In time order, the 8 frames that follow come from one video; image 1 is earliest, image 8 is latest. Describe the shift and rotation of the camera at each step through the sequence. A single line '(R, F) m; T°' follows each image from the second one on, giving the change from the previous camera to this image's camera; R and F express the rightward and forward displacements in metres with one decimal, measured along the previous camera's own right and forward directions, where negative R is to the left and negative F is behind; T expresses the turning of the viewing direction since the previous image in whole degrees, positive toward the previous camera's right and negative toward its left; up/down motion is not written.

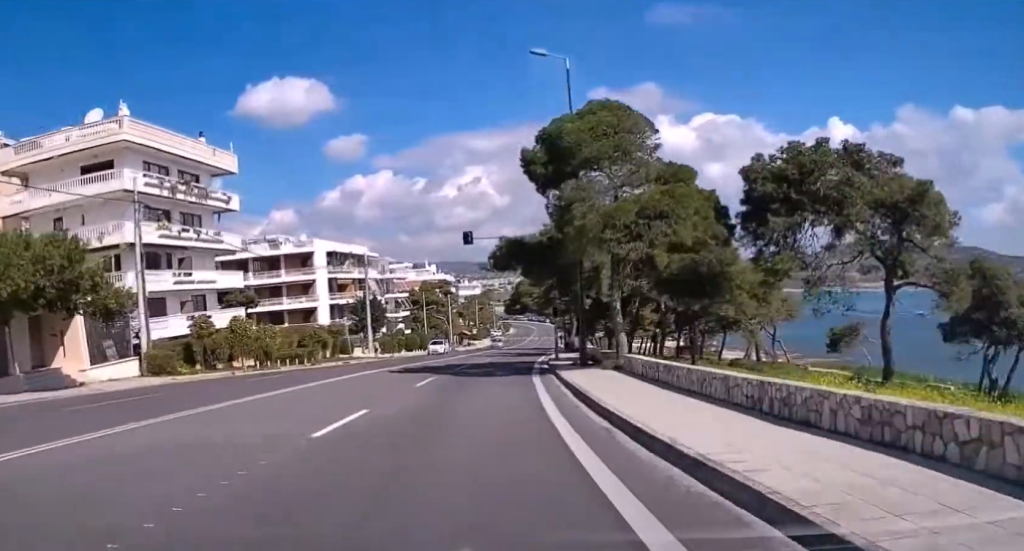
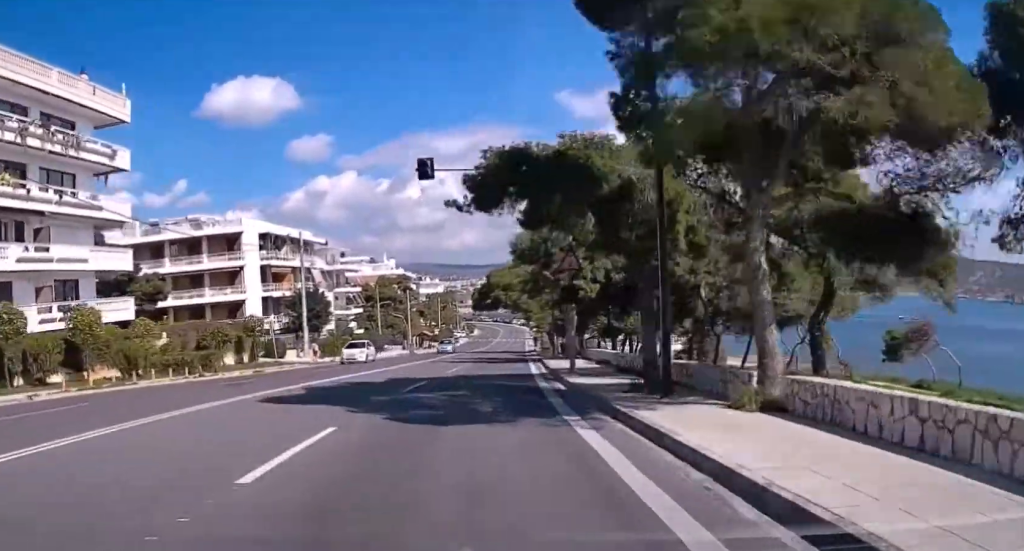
(+0.2, +15.9) m; +2°
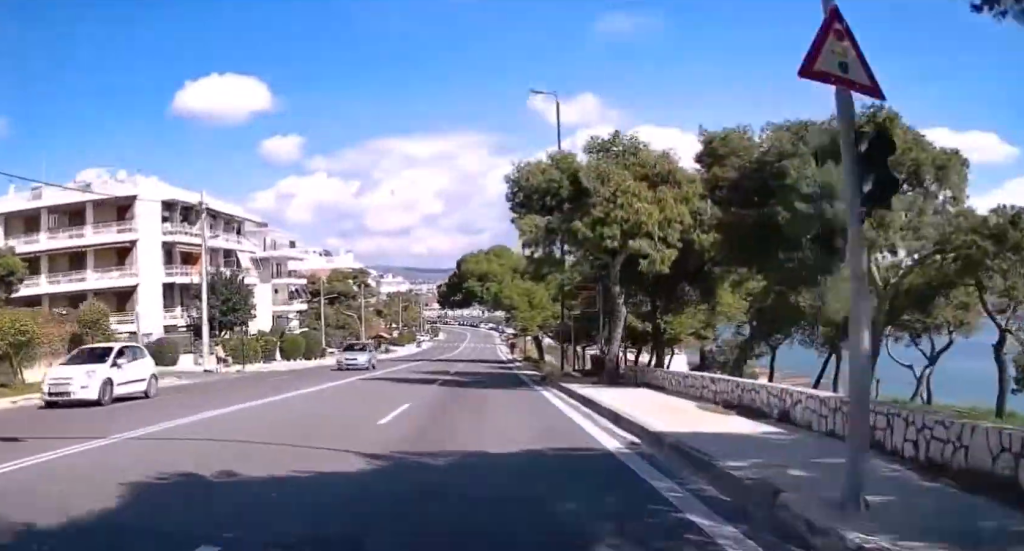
(+0.5, +18.5) m; +3°
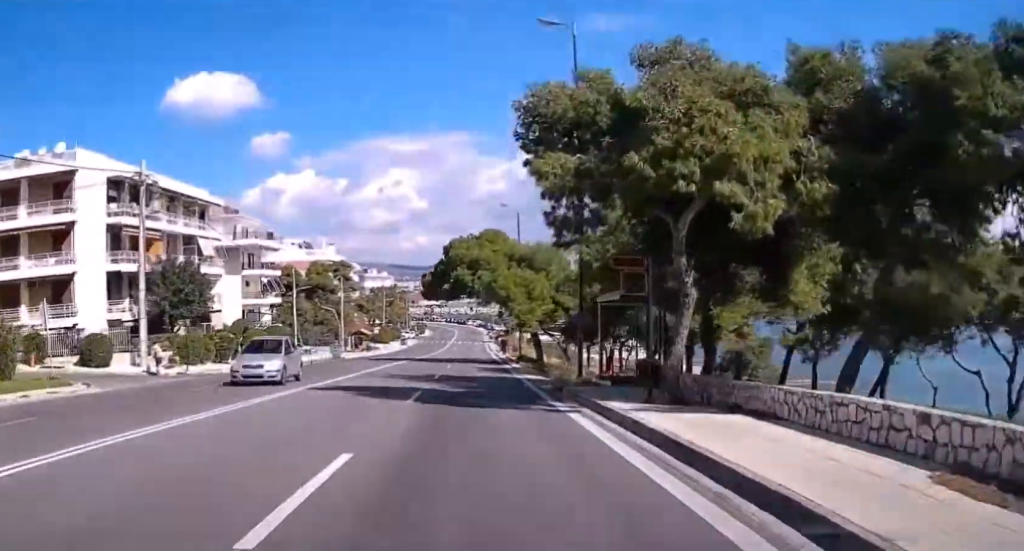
(+0.1, +7.7) m; +1°
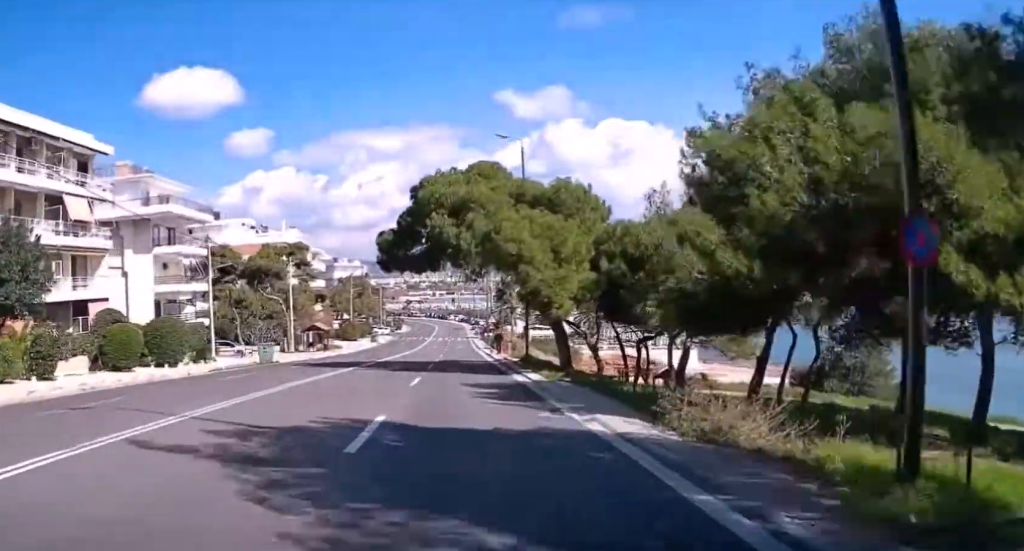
(+0.3, +19.7) m; +1°
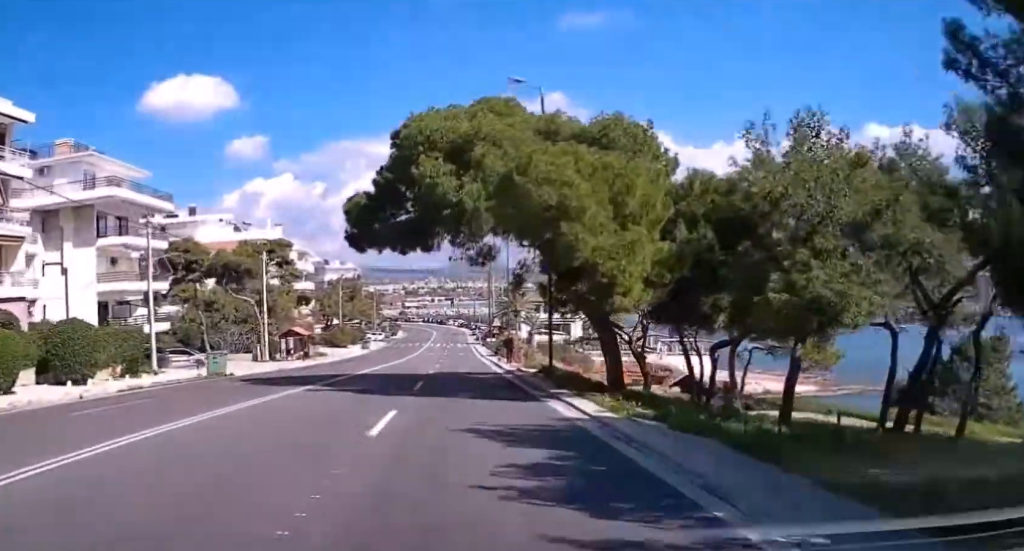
(+0.1, +10.3) m; 0°
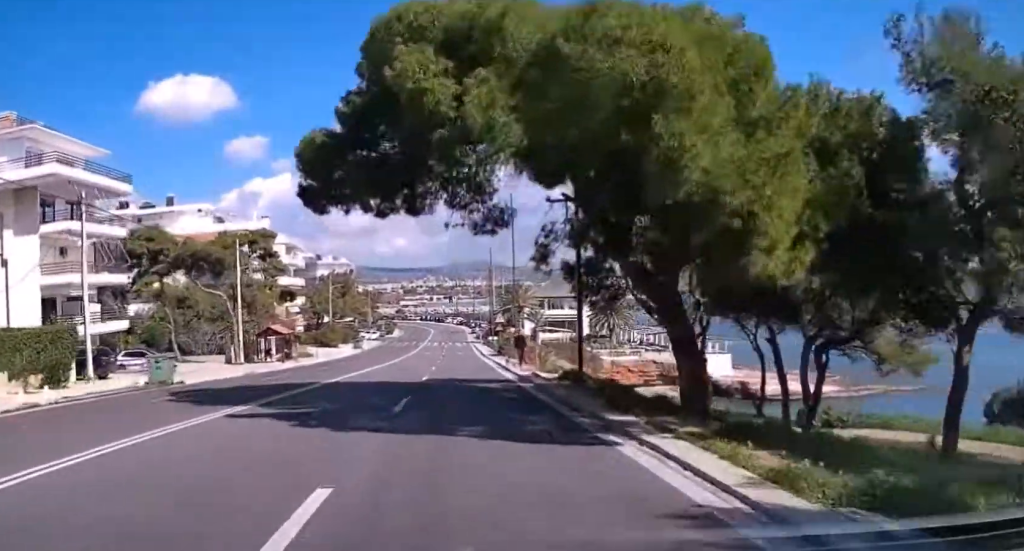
(-0.1, +8.0) m; 0°
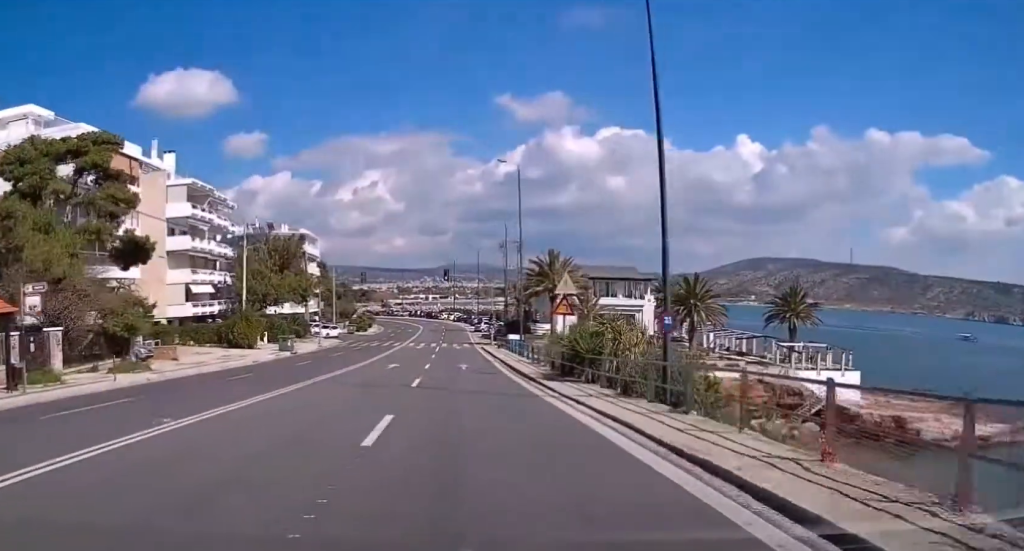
(+0.1, +39.6) m; 0°
